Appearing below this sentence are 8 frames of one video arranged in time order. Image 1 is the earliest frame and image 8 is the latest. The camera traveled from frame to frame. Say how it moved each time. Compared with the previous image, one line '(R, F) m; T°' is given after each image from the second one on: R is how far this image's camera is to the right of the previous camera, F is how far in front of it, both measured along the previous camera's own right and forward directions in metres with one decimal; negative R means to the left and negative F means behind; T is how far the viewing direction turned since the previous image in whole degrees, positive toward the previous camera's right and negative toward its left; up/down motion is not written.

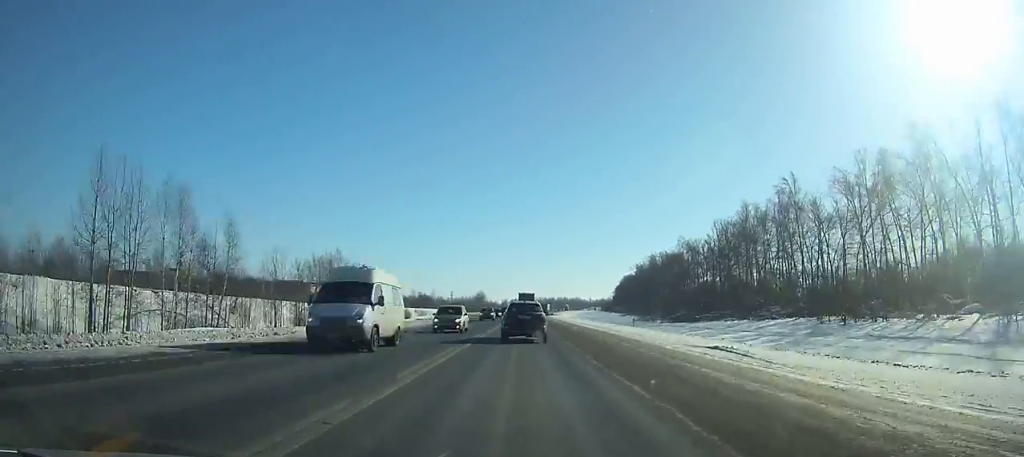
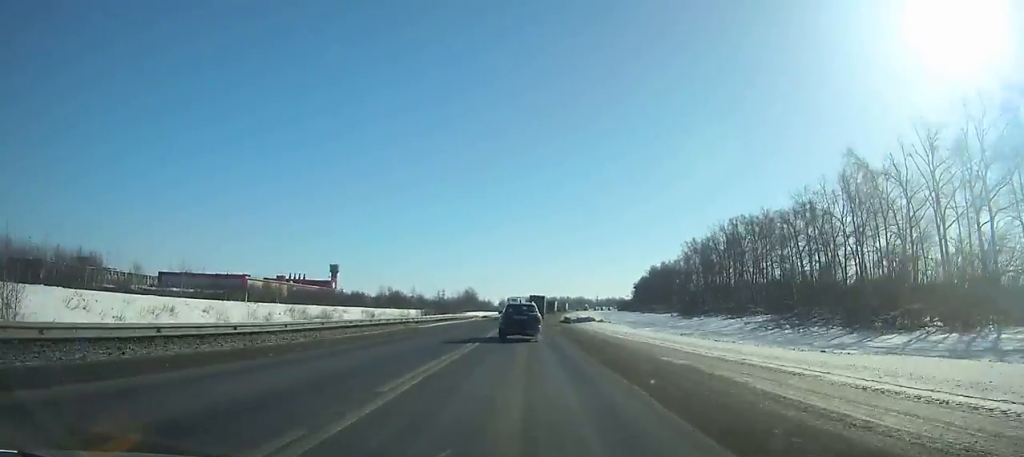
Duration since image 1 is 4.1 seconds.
(+0.1, +86.6) m; +1°
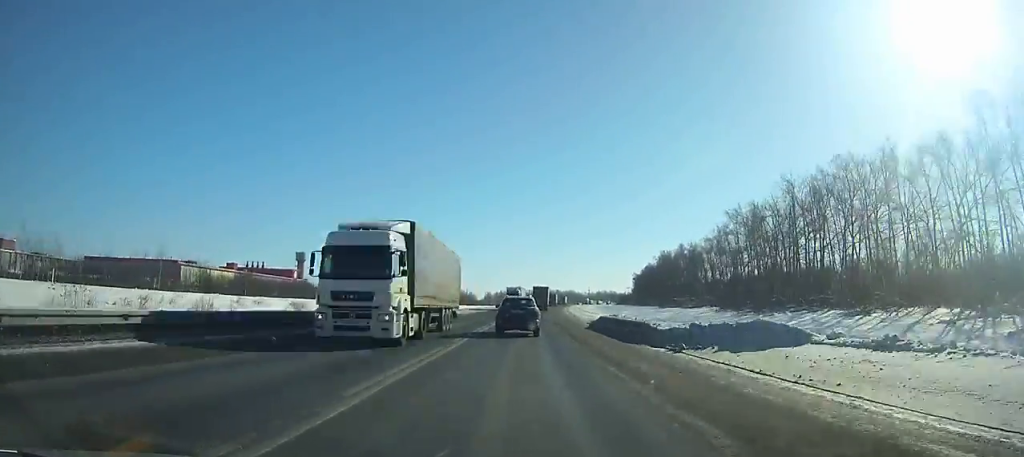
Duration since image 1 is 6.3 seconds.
(+0.4, +47.2) m; +1°
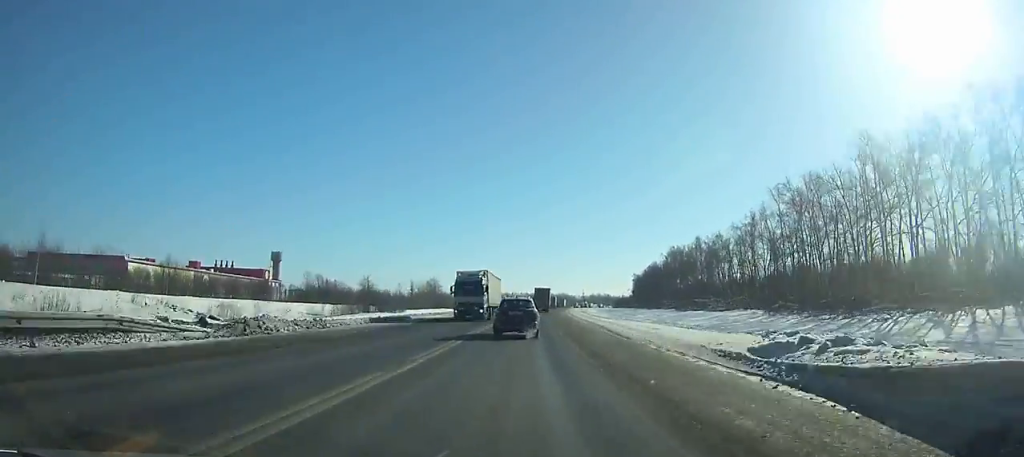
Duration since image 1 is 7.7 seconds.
(0.0, +30.1) m; +1°
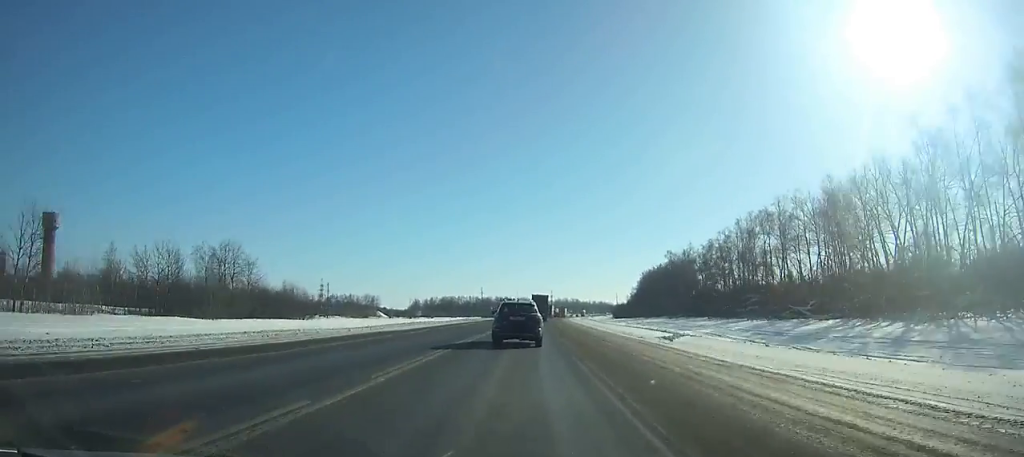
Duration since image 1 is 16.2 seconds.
(+7.6, +180.2) m; +5°
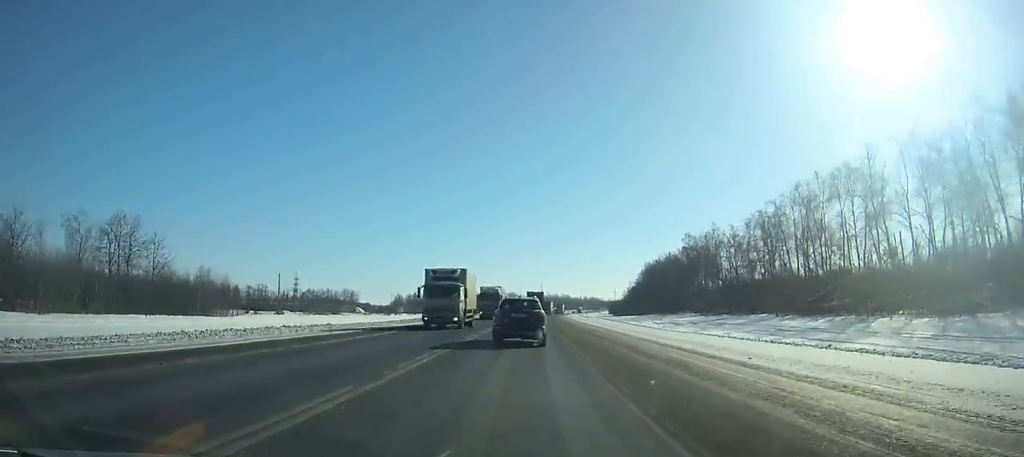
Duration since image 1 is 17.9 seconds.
(+0.4, +35.1) m; +1°
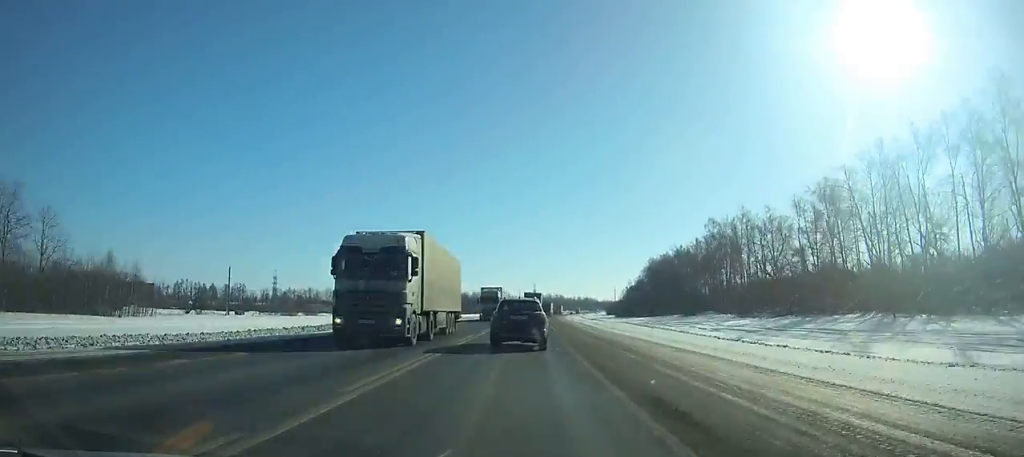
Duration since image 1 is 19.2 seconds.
(0.0, +26.7) m; +1°
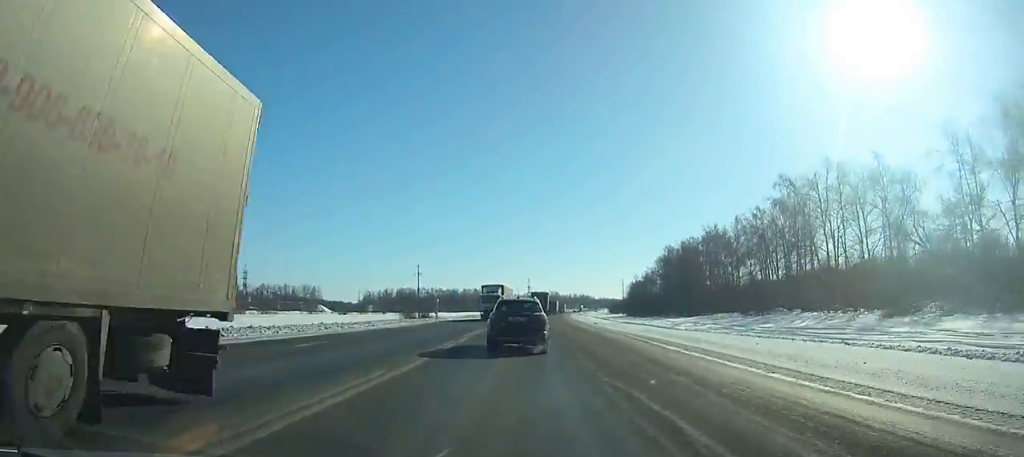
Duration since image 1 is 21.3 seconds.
(+0.5, +42.1) m; +1°
